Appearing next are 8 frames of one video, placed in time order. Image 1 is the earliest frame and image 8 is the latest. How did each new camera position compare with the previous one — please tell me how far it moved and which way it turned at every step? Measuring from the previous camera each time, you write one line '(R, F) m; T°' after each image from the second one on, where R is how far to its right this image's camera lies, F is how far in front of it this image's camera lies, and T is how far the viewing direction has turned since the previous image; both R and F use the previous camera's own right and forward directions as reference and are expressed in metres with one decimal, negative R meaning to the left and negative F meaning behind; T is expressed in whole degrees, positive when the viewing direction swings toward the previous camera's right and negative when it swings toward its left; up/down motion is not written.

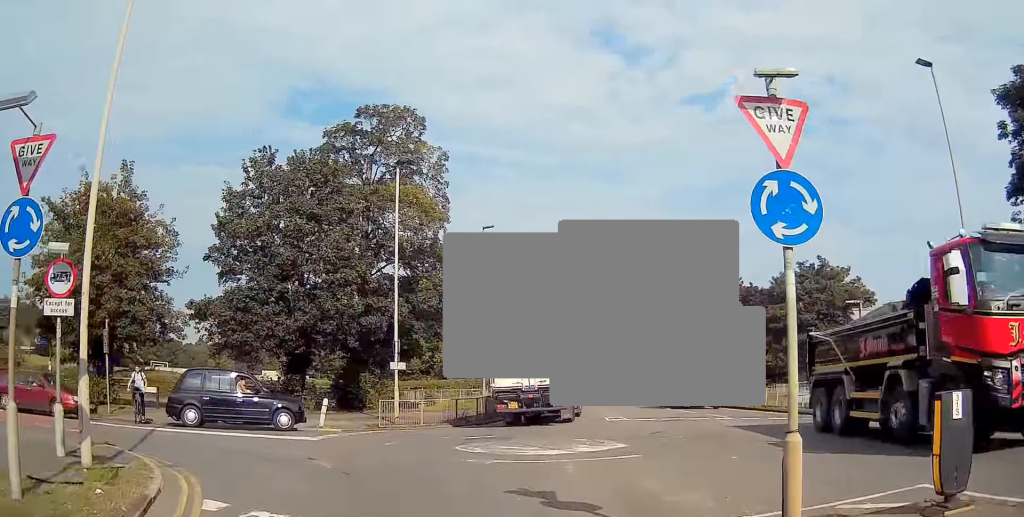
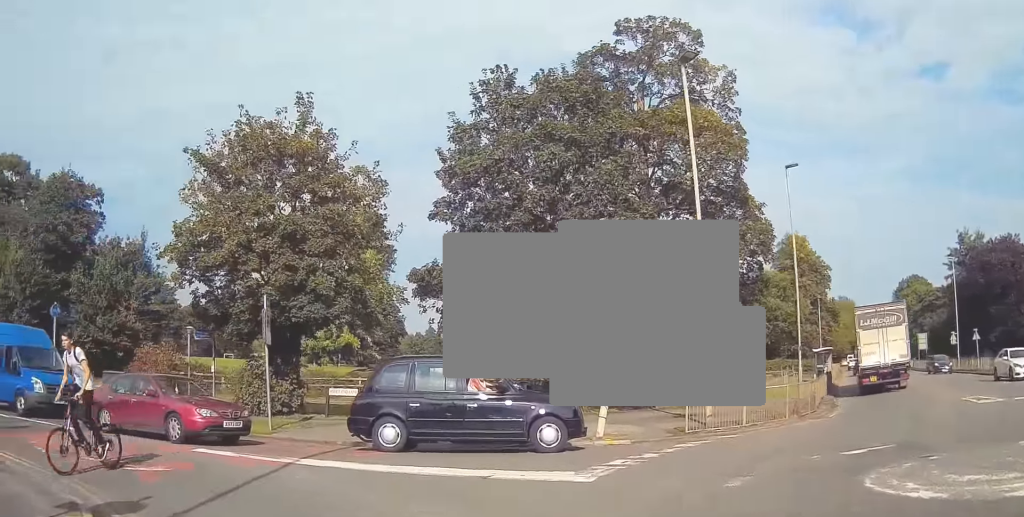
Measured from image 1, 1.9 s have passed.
(-1.2, +8.1) m; -24°
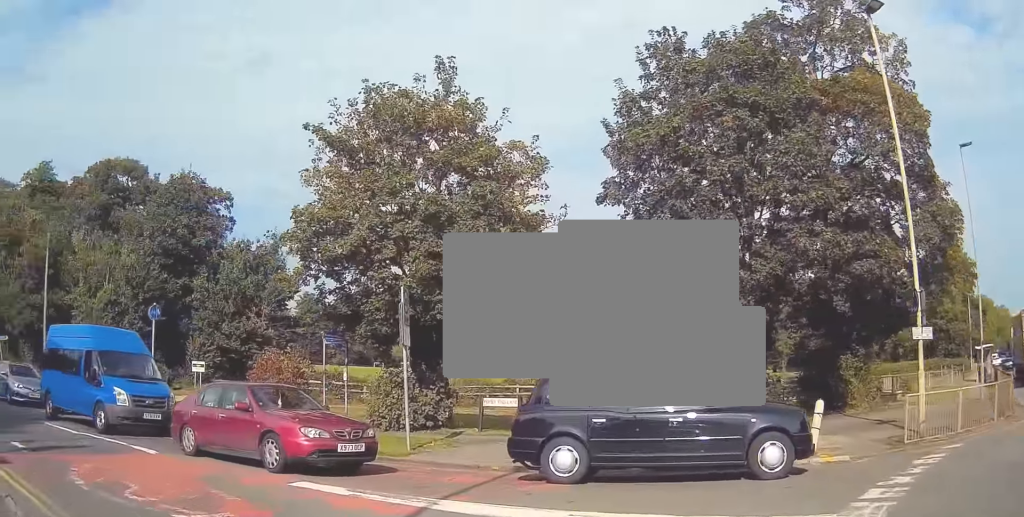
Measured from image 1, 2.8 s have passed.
(-0.4, +3.6) m; -14°
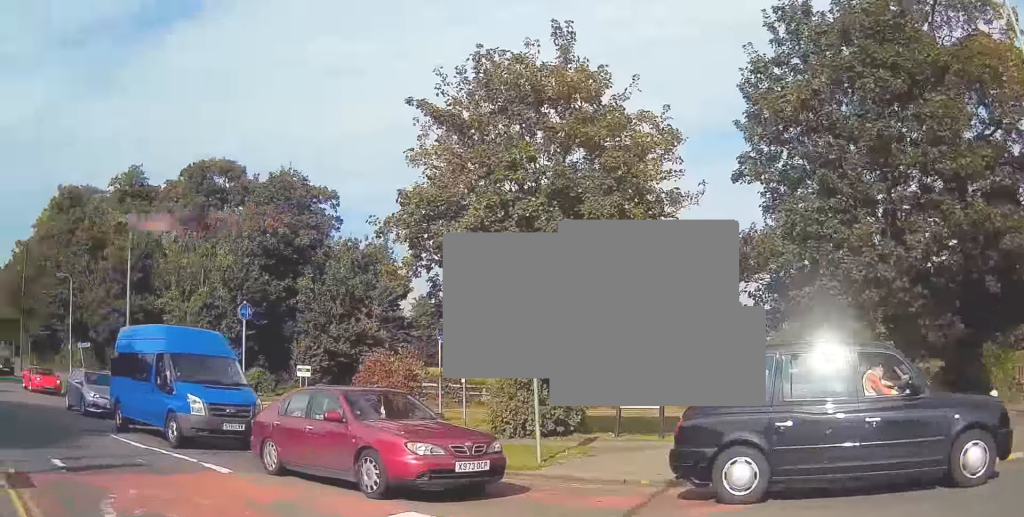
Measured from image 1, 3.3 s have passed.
(+0.3, +2.2) m; -8°
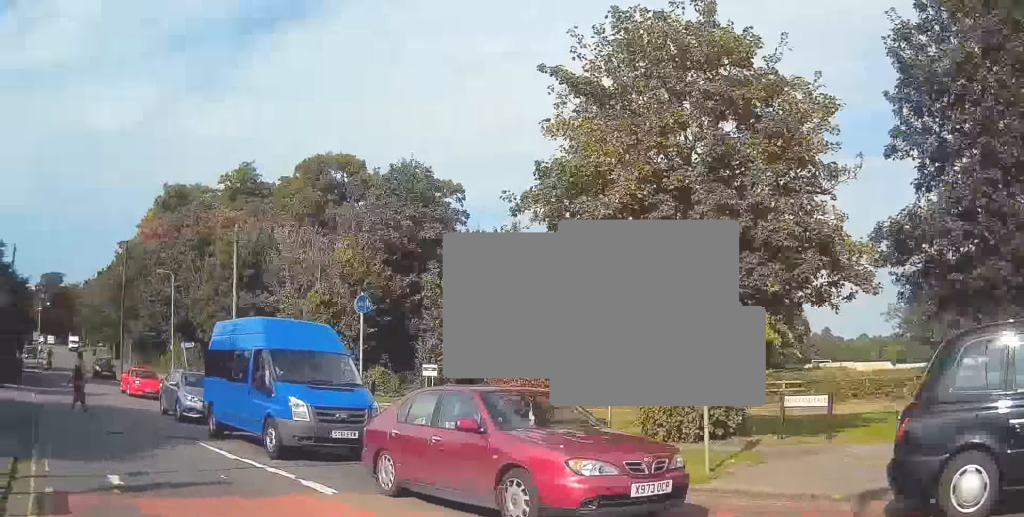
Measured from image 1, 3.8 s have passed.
(-0.5, +1.9) m; -12°
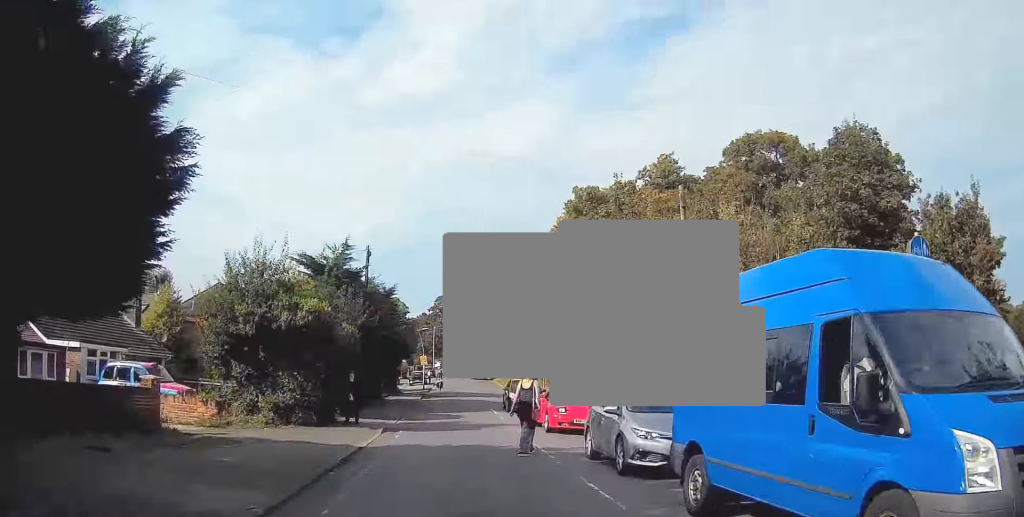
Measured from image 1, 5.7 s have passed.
(-3.0, +7.5) m; -34°
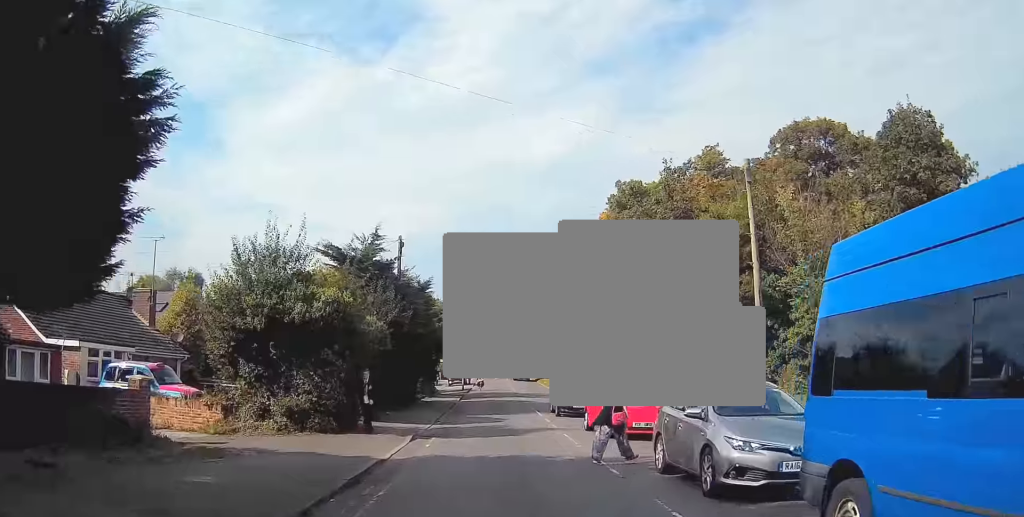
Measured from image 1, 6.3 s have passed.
(-0.1, +2.6) m; -4°
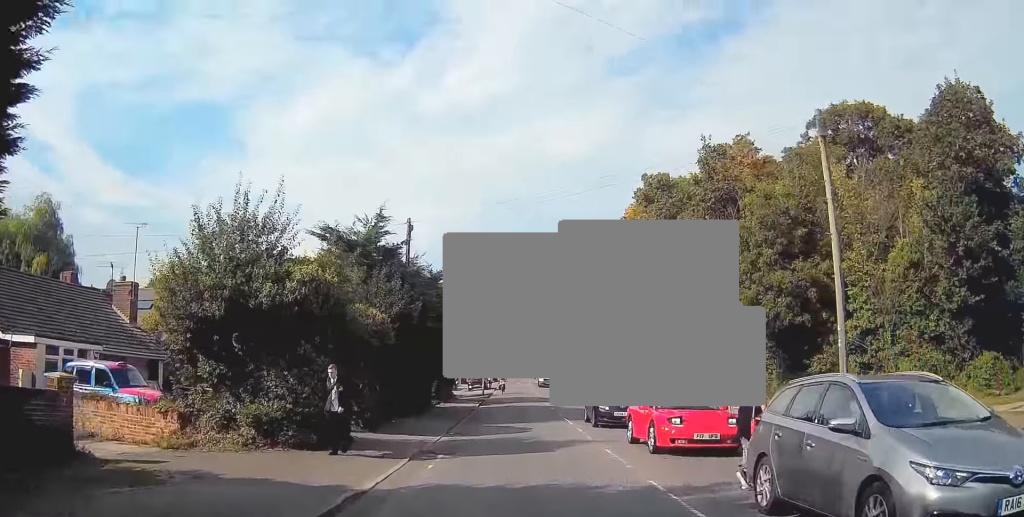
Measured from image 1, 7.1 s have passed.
(-0.1, +3.7) m; -2°
